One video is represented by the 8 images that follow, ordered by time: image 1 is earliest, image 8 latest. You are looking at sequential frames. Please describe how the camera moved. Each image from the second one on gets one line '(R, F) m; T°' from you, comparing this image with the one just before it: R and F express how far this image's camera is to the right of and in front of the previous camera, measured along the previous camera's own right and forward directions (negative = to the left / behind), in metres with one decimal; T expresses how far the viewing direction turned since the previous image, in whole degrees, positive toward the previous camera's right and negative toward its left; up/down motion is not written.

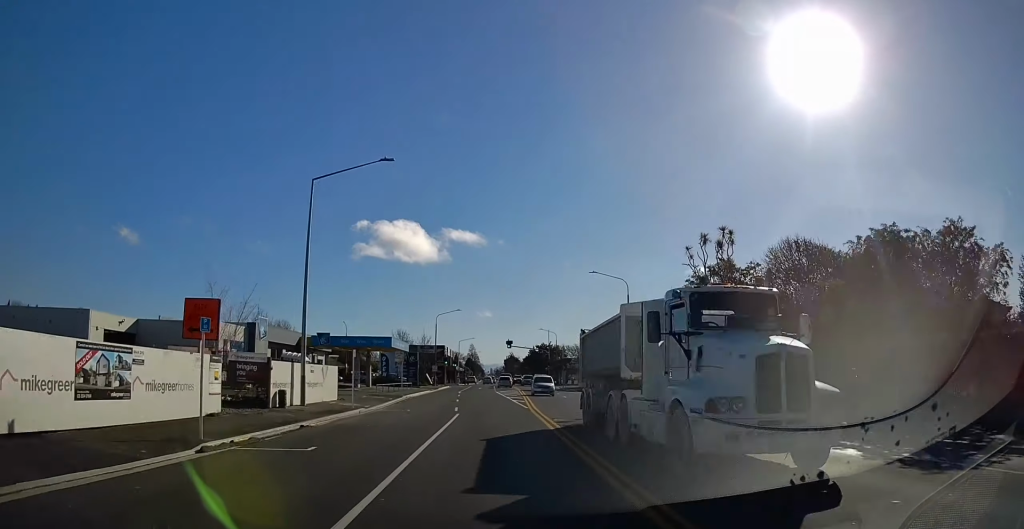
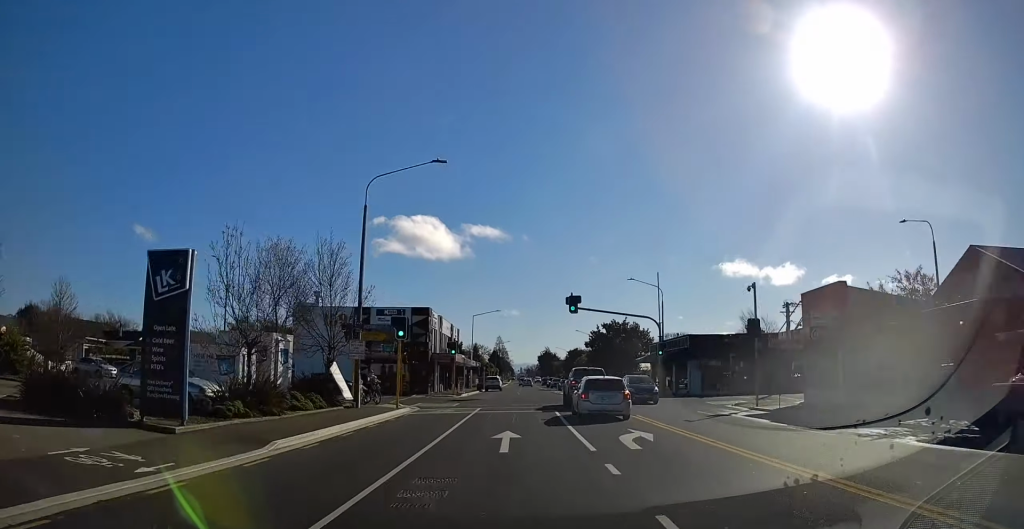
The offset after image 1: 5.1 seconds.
(-0.9, +63.8) m; 0°
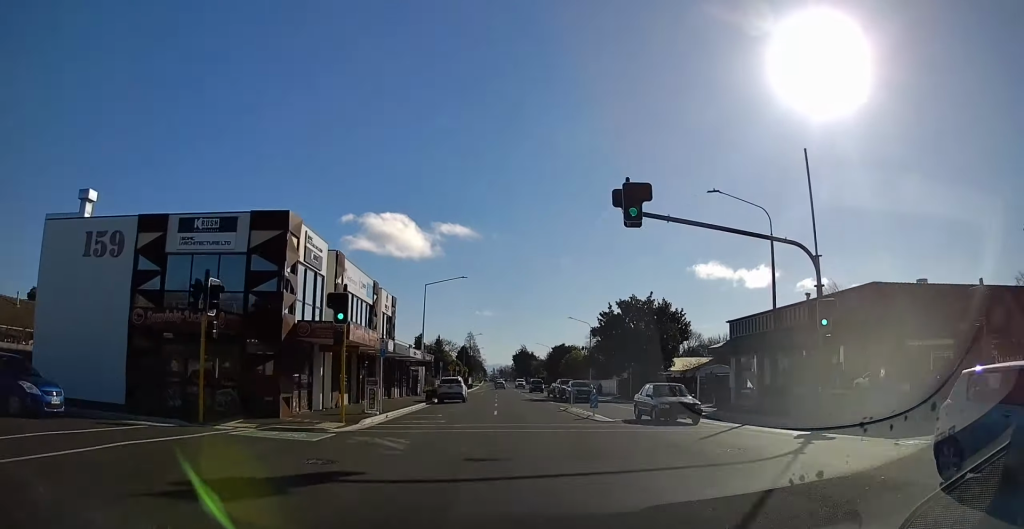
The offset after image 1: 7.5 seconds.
(+0.3, +30.7) m; 0°
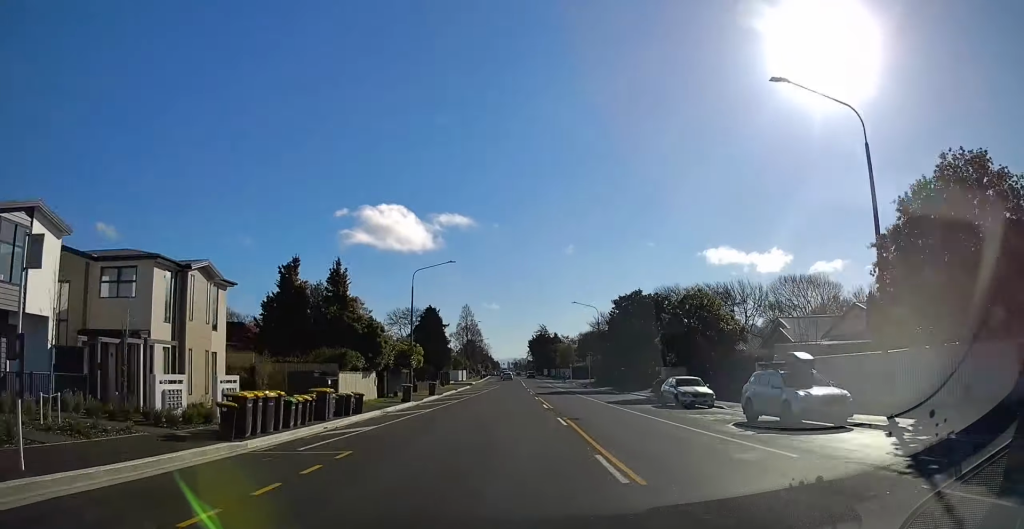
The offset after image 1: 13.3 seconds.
(+0.2, +76.0) m; 0°
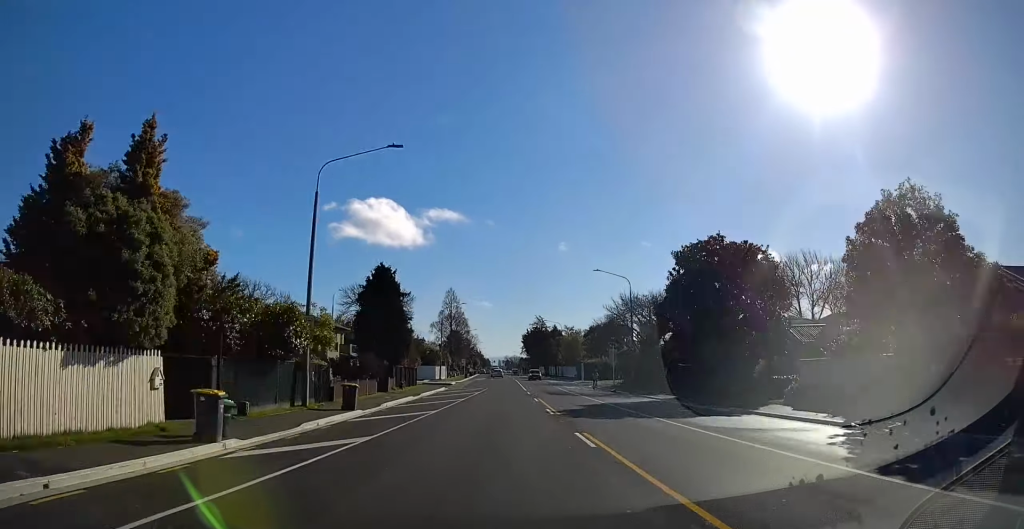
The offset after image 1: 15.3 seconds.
(0.0, +25.6) m; 0°
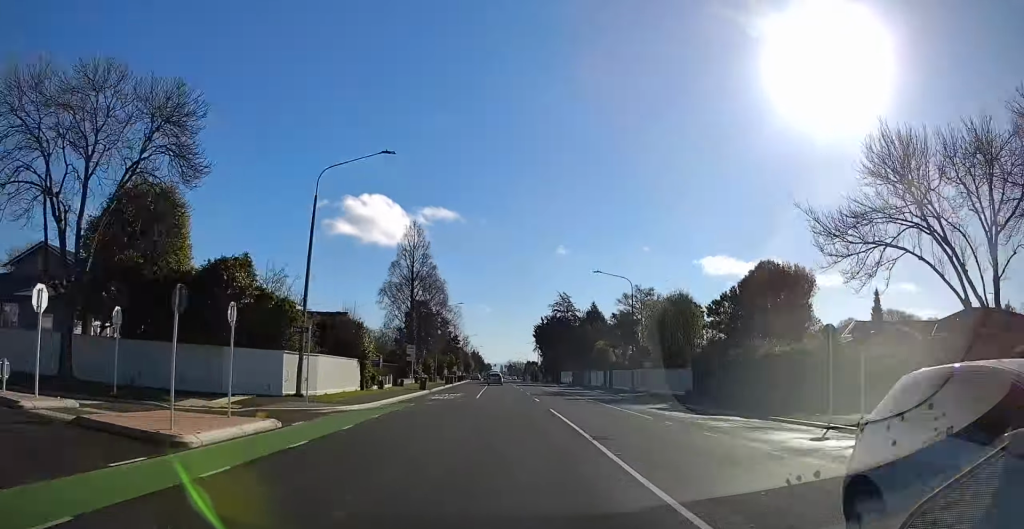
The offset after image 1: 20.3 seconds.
(+0.4, +60.5) m; +1°
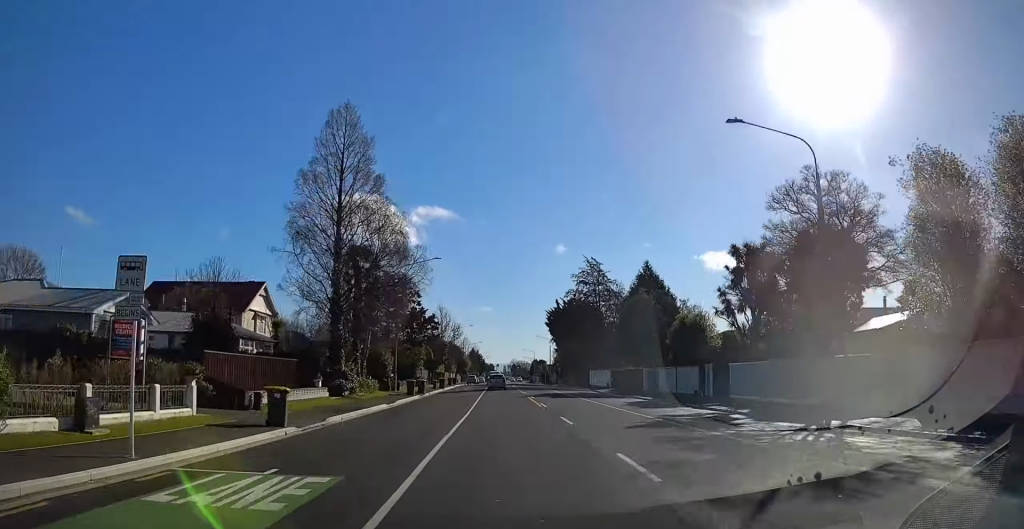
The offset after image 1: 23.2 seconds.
(+0.1, +32.3) m; 0°
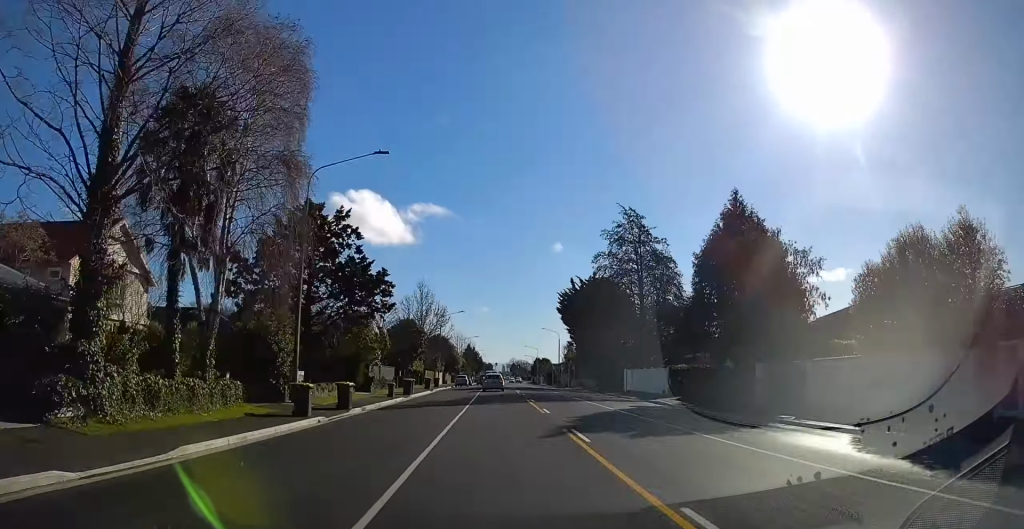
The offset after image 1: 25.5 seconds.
(0.0, +22.7) m; -1°
